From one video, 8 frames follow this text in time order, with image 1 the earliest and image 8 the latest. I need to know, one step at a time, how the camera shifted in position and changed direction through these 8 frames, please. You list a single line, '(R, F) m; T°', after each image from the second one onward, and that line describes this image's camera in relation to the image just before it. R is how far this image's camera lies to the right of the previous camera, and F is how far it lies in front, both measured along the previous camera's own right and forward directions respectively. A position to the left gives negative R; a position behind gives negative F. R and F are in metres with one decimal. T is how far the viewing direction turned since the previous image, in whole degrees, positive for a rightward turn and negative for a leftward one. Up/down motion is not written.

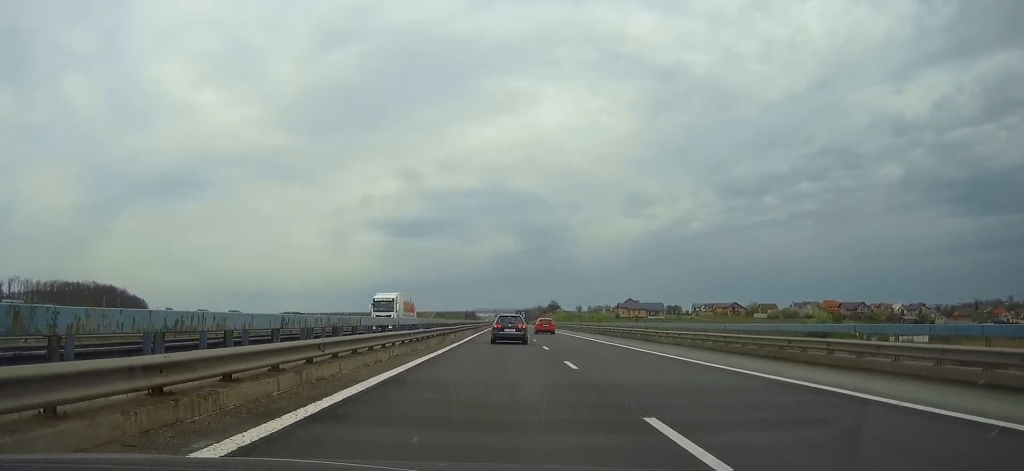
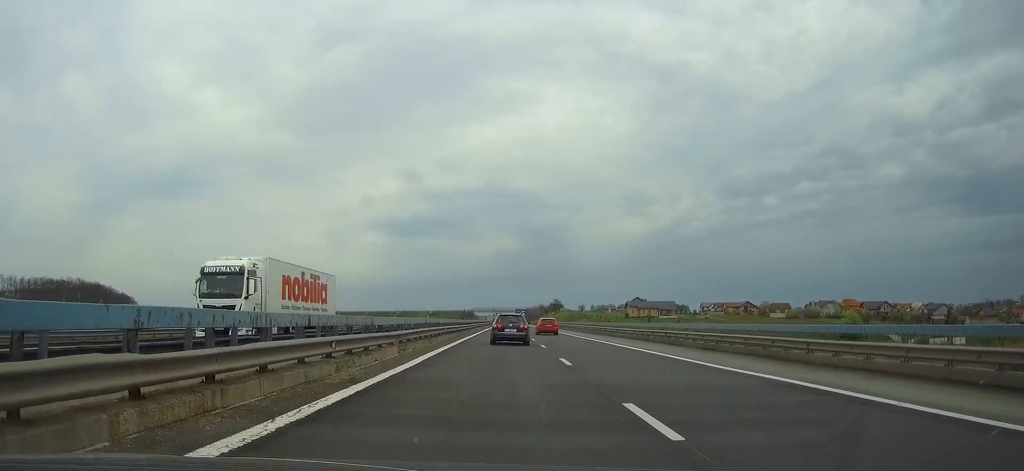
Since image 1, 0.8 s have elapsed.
(-0.1, +22.8) m; 0°
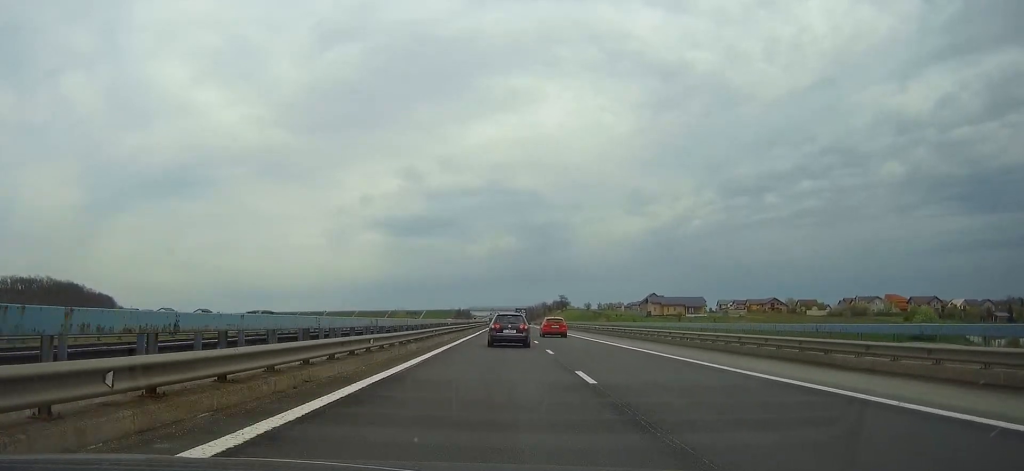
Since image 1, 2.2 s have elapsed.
(+0.1, +41.8) m; 0°
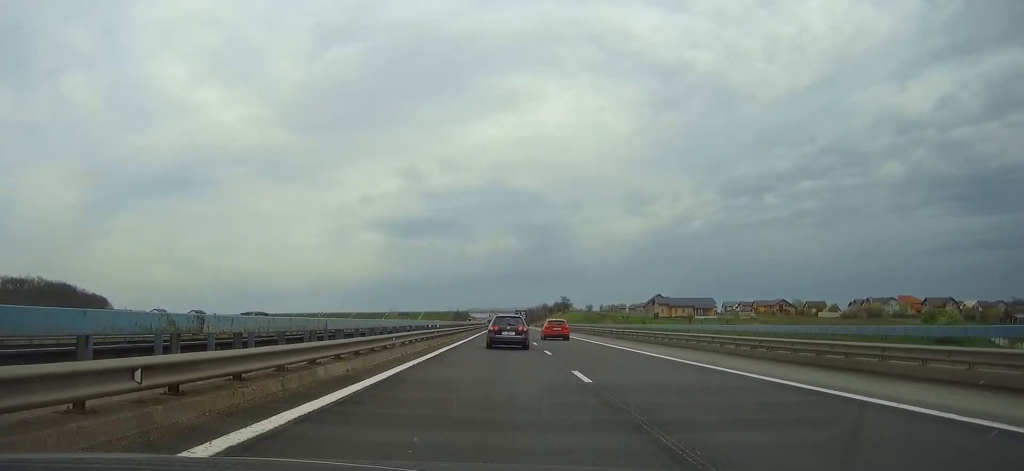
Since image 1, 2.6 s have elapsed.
(0.0, +11.5) m; 0°
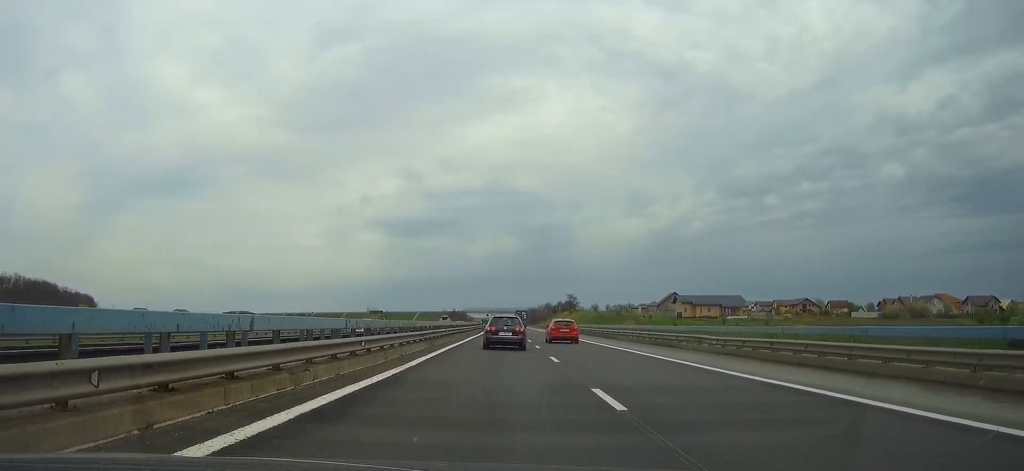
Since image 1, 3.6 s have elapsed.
(0.0, +28.6) m; 0°
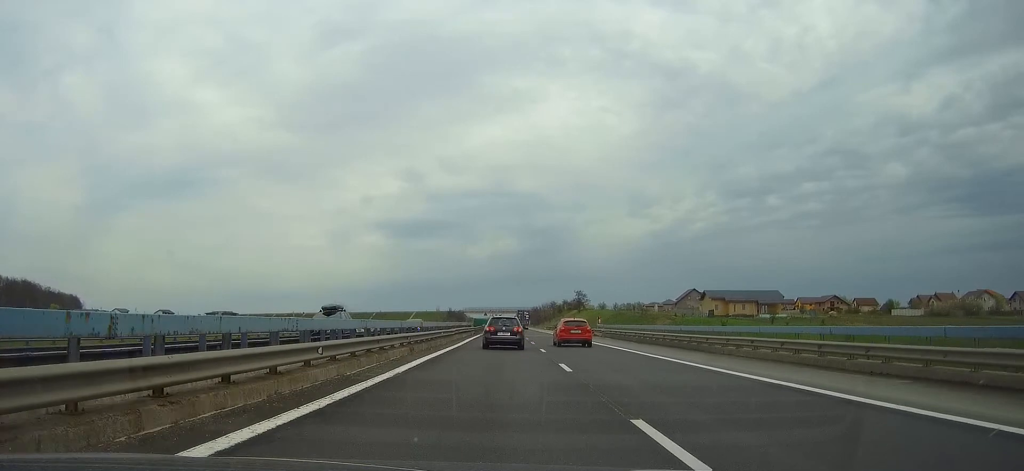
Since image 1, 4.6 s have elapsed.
(0.0, +28.3) m; 0°
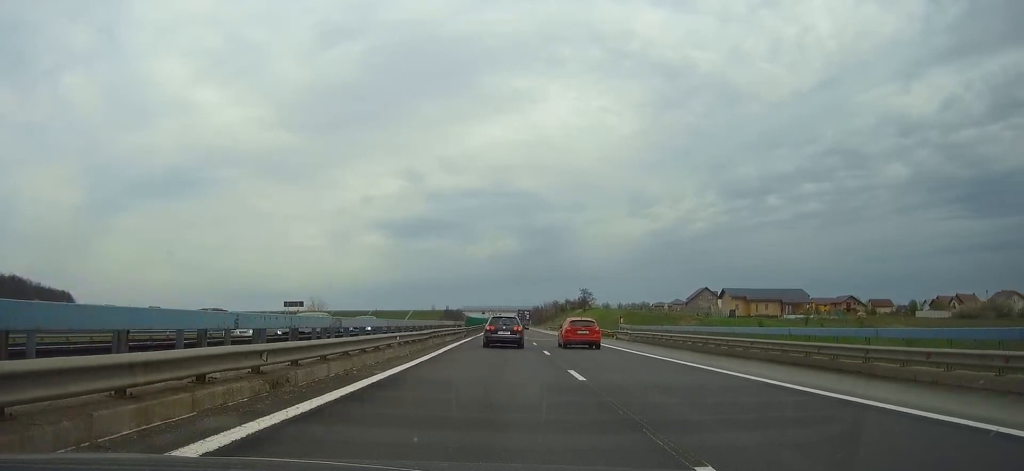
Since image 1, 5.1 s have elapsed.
(0.0, +15.0) m; 0°
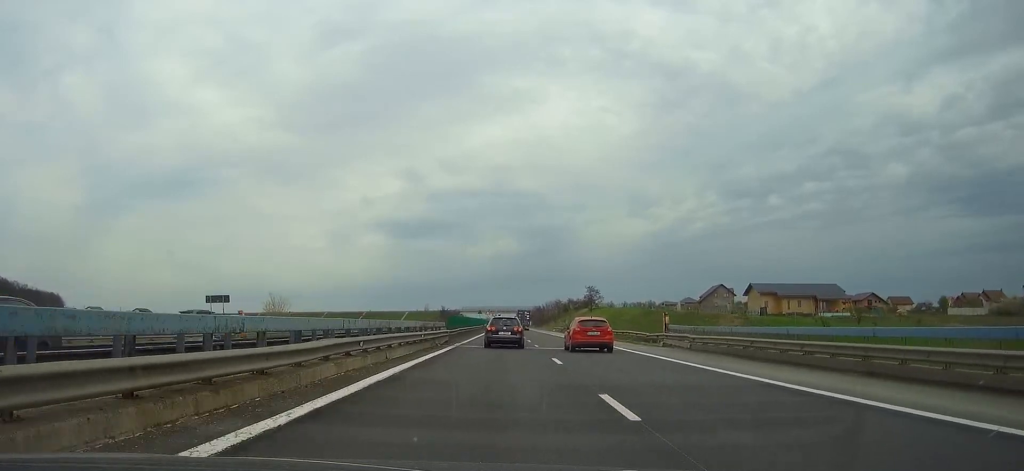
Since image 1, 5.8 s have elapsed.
(0.0, +17.9) m; 0°
